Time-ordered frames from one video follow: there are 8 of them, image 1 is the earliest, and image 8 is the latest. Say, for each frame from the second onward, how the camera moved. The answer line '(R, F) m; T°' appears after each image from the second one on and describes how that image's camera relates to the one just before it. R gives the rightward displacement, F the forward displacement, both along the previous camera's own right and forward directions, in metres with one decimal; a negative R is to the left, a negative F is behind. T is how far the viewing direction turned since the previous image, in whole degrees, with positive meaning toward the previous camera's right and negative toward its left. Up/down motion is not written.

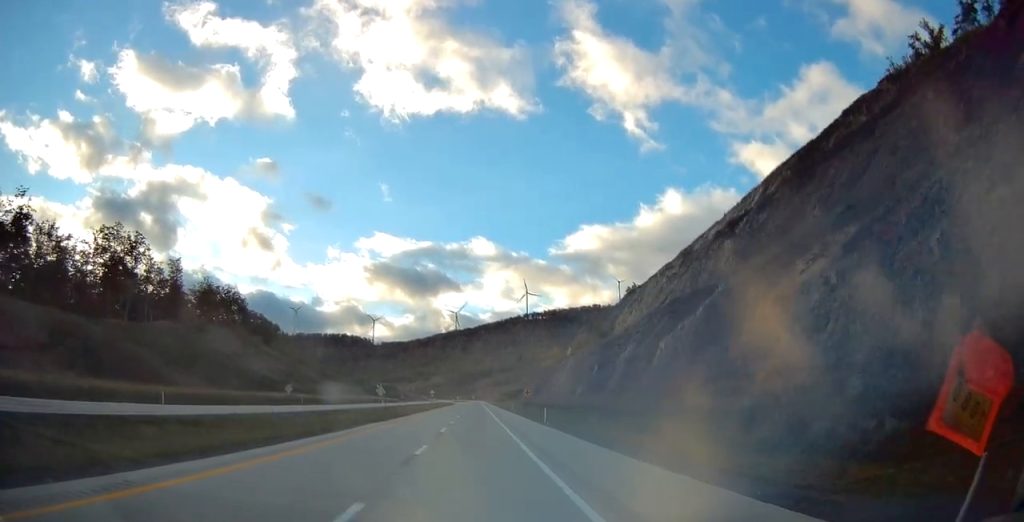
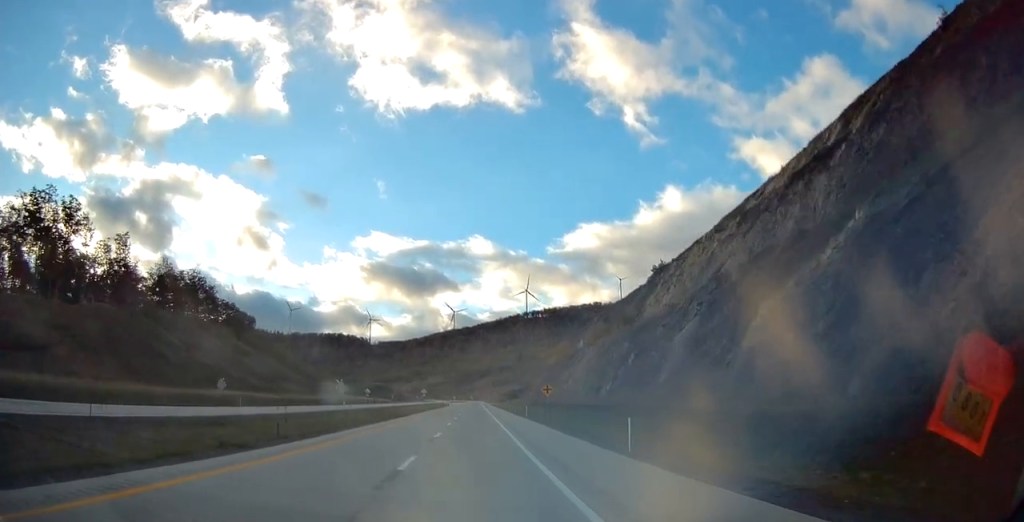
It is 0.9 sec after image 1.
(0.0, +27.7) m; 0°
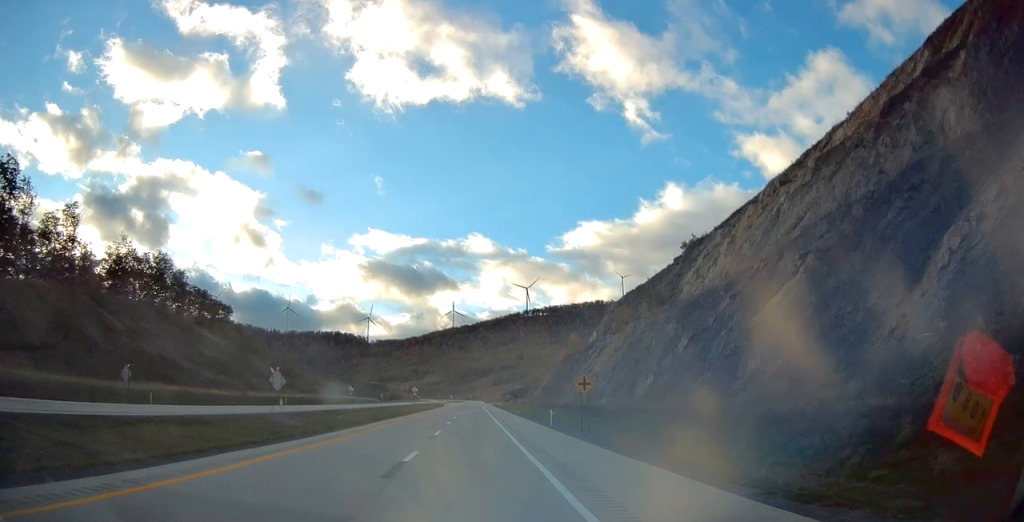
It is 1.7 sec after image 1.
(0.0, +22.8) m; 0°
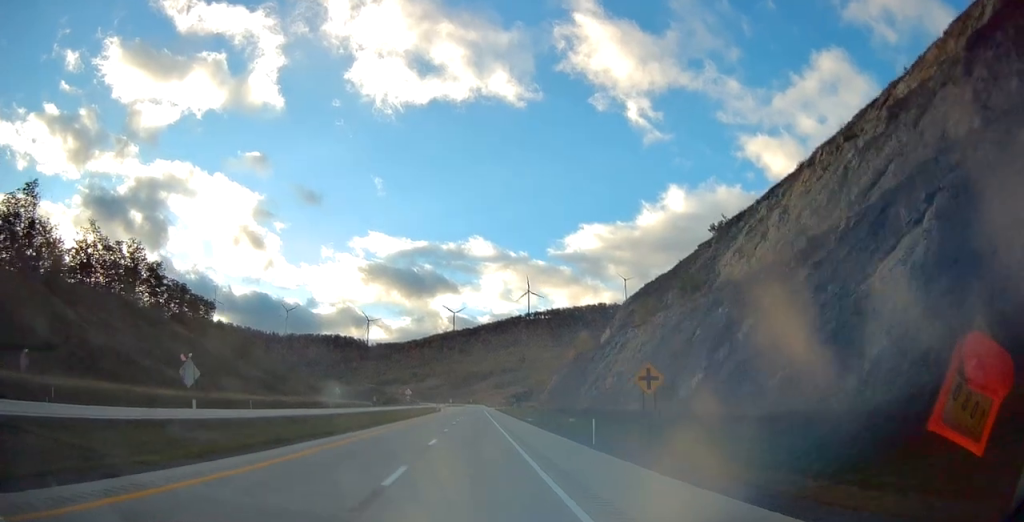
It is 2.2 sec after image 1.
(0.0, +15.8) m; 0°
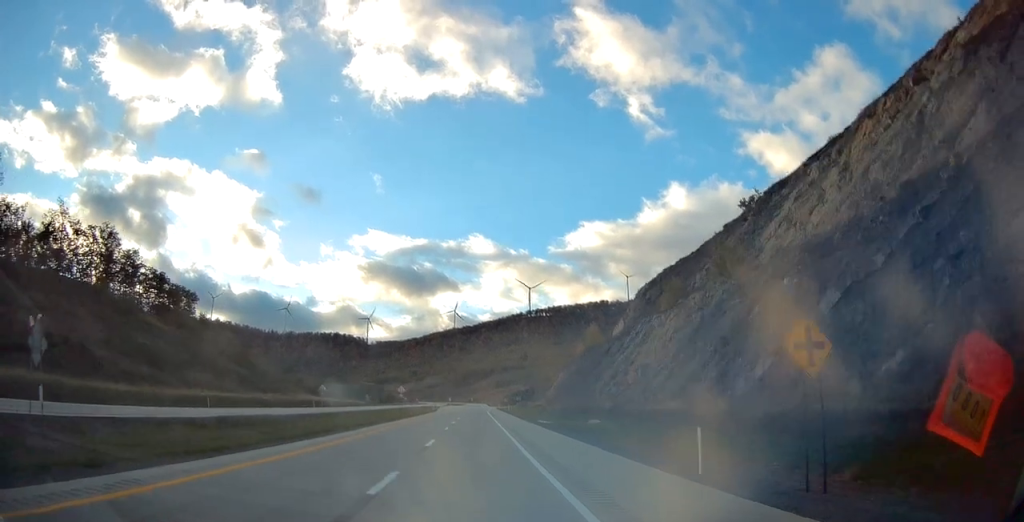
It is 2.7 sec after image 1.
(0.0, +13.8) m; 0°
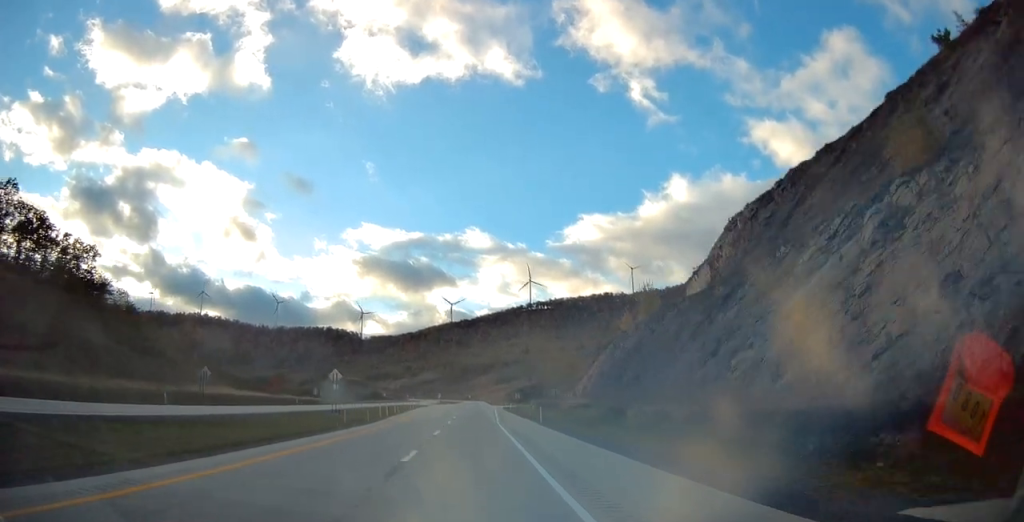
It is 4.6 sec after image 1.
(-0.1, +55.2) m; 0°
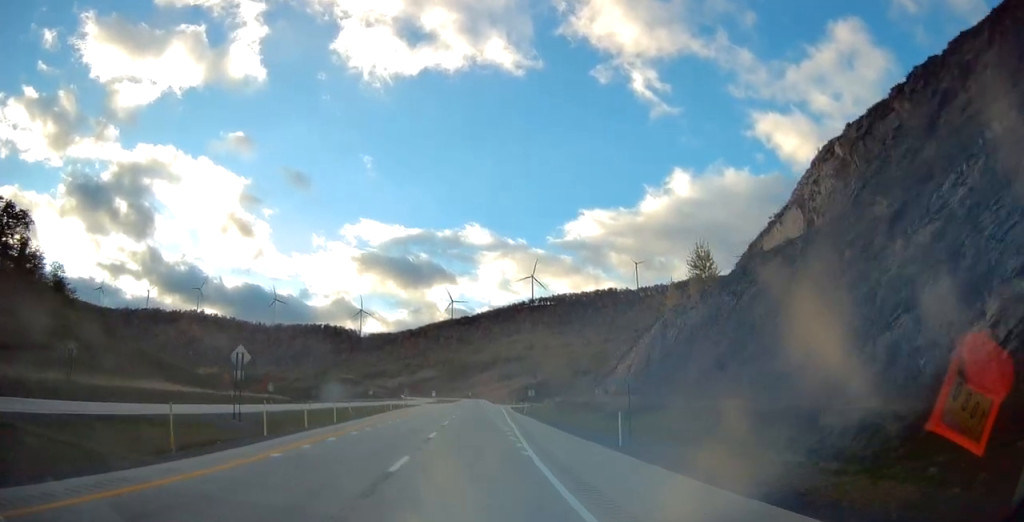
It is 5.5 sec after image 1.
(+0.1, +27.6) m; 0°
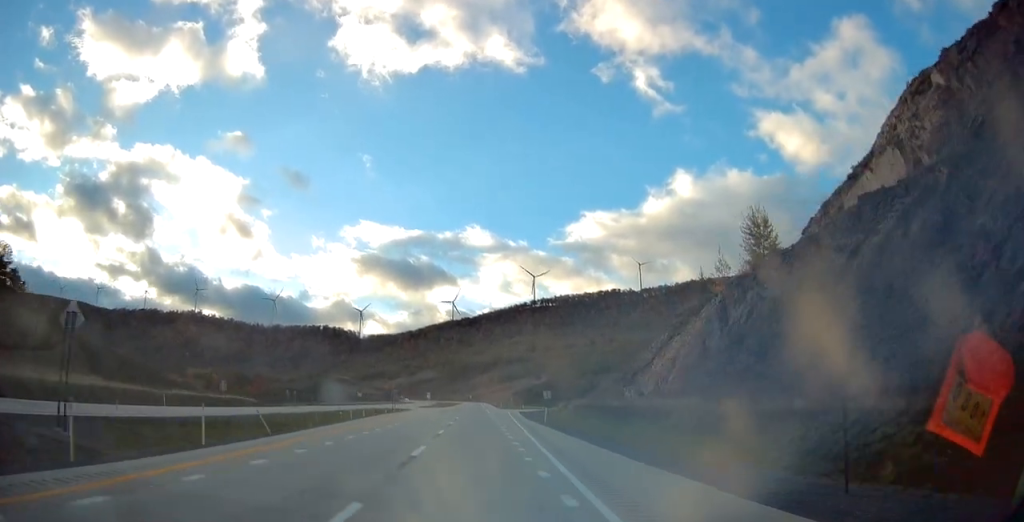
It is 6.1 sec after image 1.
(0.0, +18.7) m; 0°
